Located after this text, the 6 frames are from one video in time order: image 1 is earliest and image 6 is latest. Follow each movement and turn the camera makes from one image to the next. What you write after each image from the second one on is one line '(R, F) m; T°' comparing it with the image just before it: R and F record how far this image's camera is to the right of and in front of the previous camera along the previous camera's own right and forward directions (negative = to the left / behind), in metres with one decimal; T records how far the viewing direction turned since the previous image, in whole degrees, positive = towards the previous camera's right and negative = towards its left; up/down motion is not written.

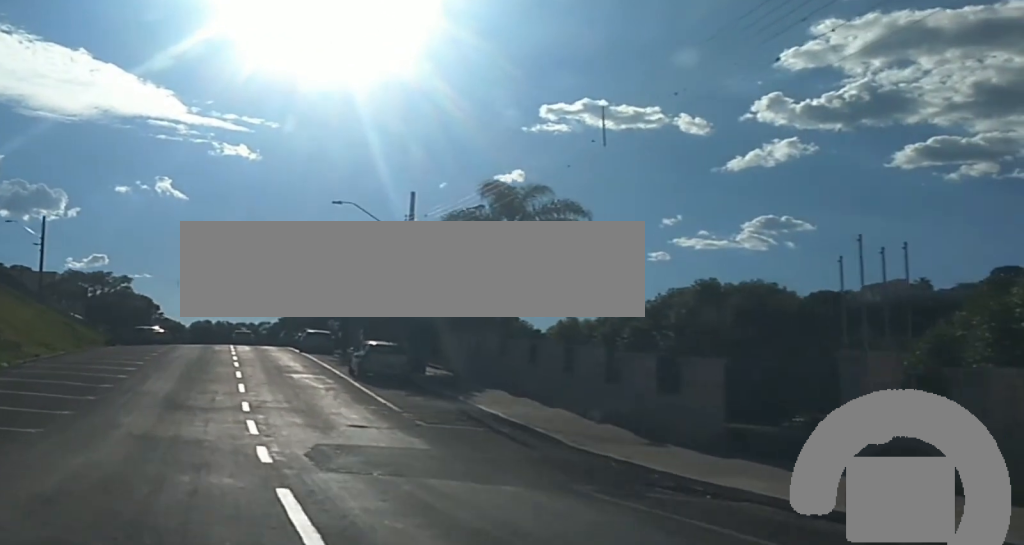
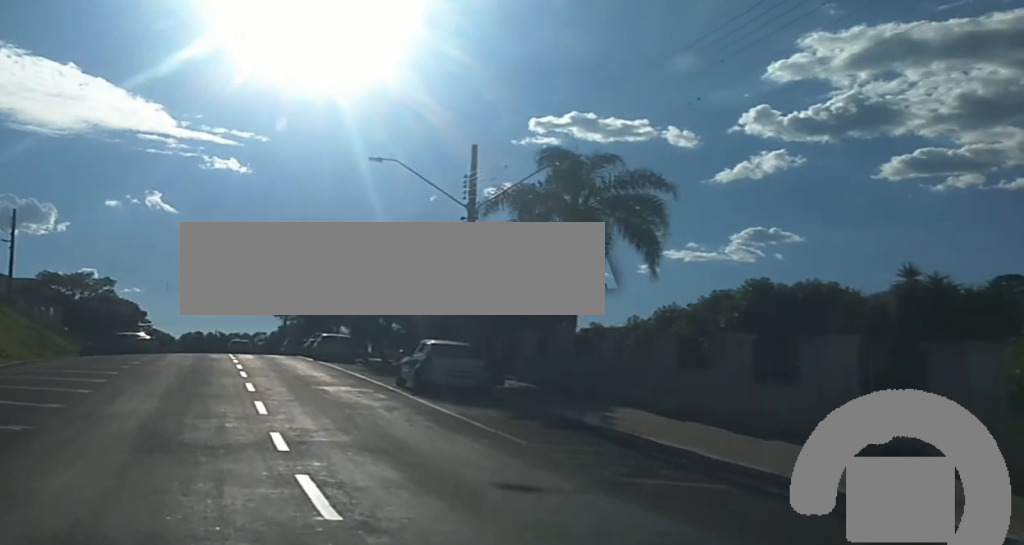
(-0.1, +10.3) m; 0°
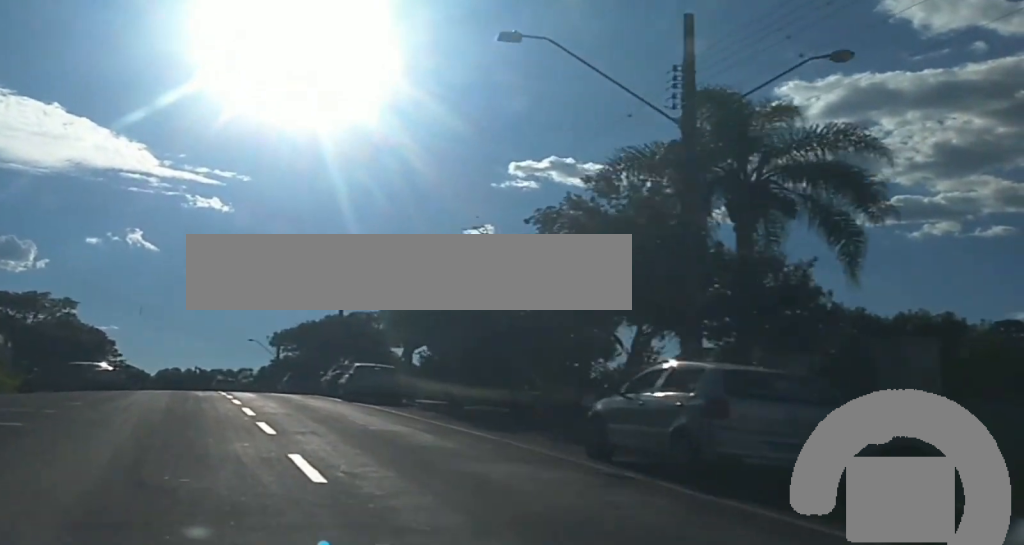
(+0.4, +14.2) m; +1°
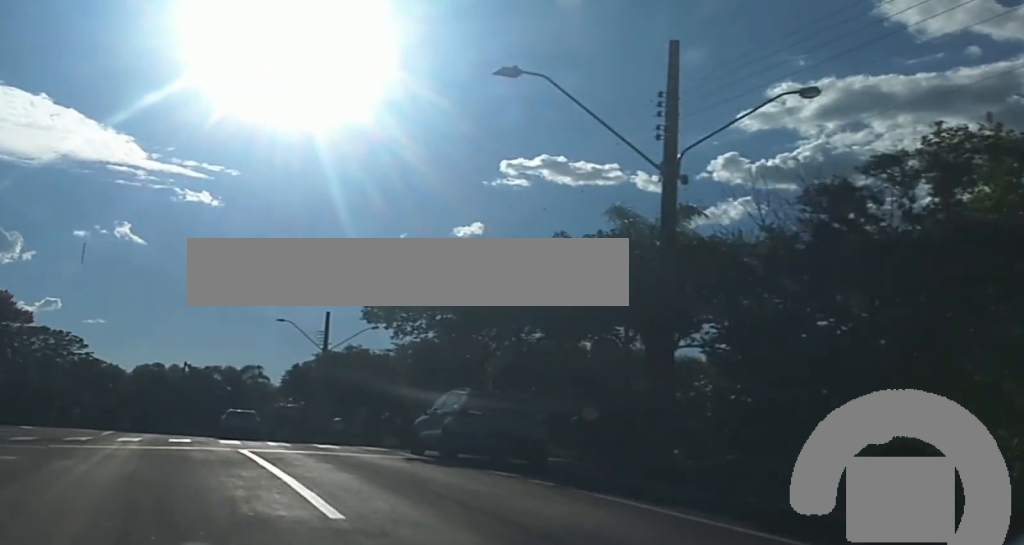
(+0.1, +35.9) m; -1°
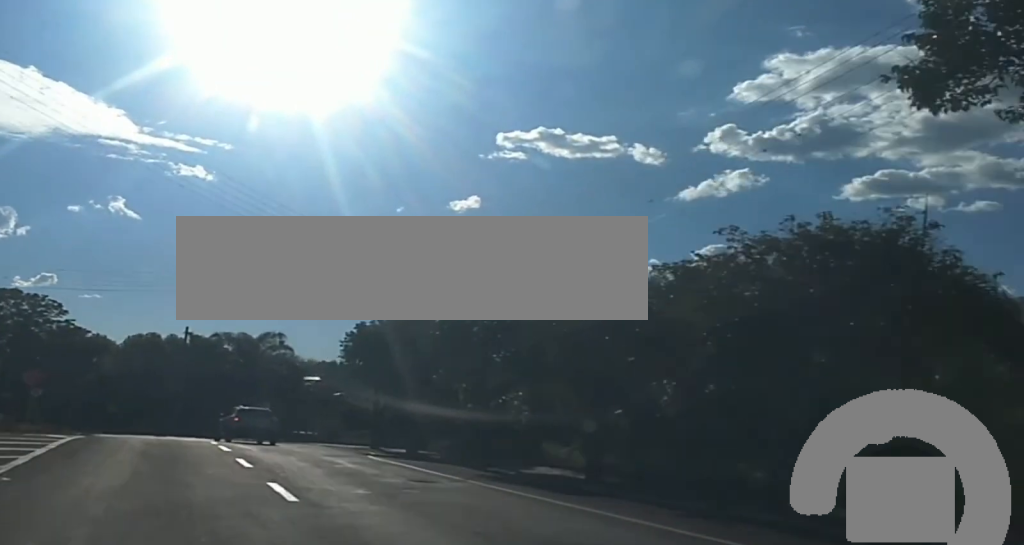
(-0.4, +22.0) m; -1°
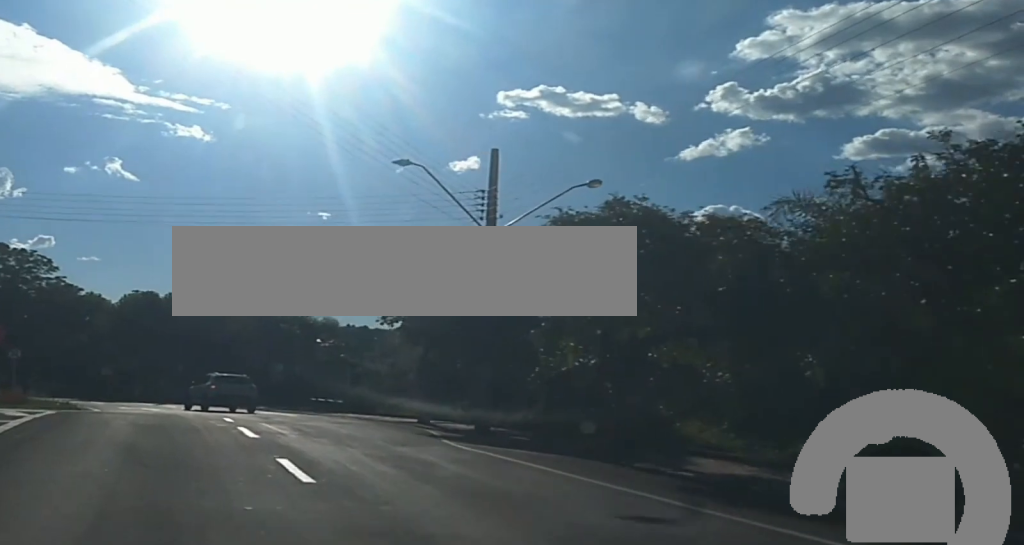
(0.0, +8.0) m; -1°
